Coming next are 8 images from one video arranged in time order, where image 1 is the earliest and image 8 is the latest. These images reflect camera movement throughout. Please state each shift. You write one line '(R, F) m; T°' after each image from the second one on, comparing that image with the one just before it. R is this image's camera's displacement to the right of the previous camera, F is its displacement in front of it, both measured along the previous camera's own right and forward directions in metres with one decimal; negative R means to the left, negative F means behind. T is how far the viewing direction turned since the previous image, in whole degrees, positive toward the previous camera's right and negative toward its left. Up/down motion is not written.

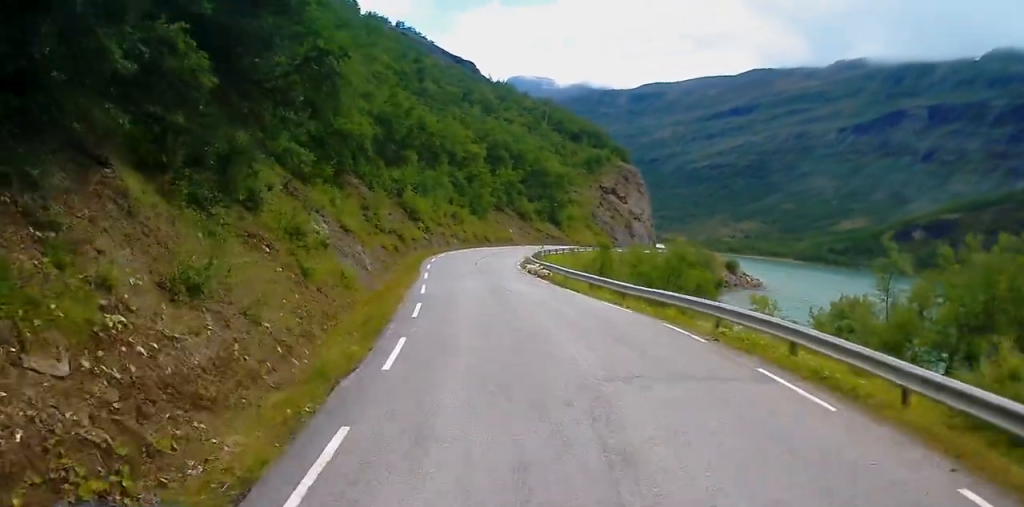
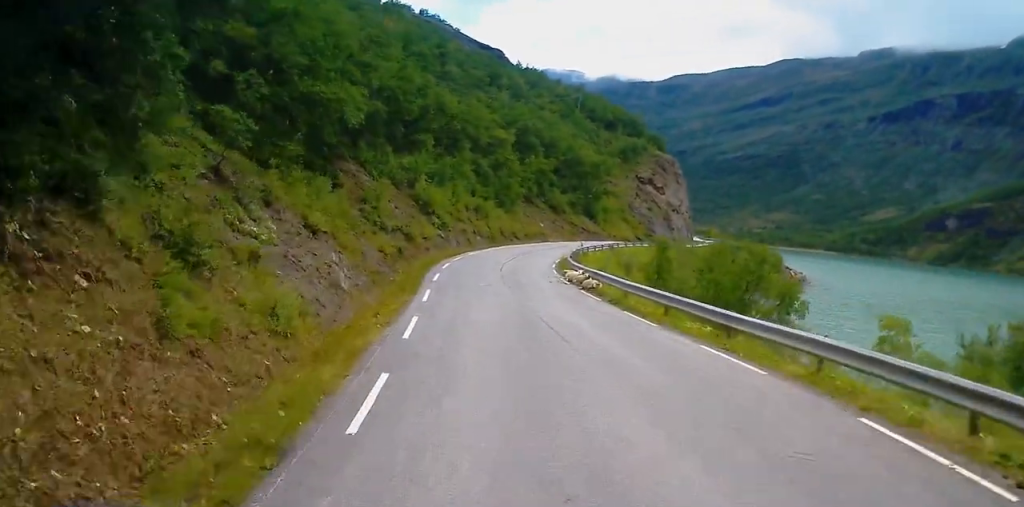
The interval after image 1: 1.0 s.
(0.0, +9.3) m; 0°
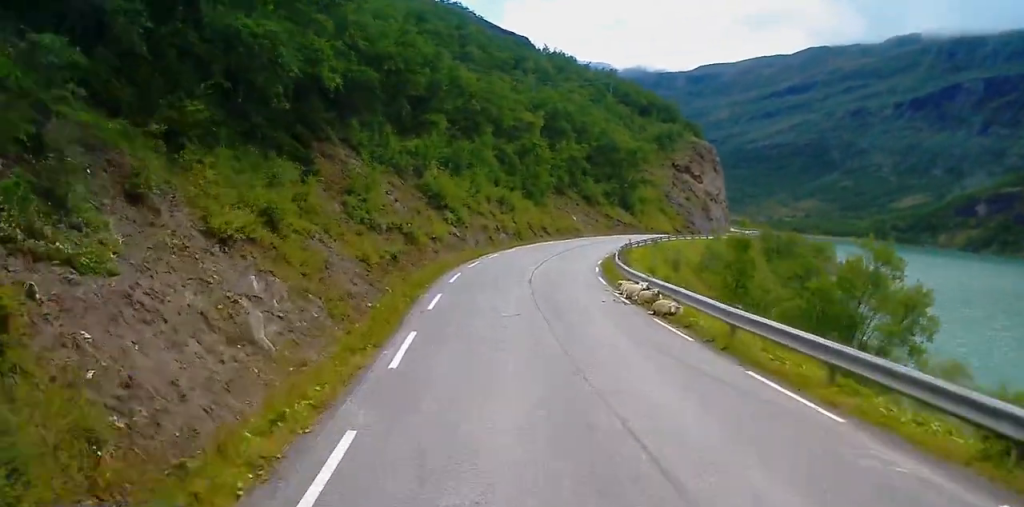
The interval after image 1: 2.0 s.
(0.0, +9.0) m; 0°
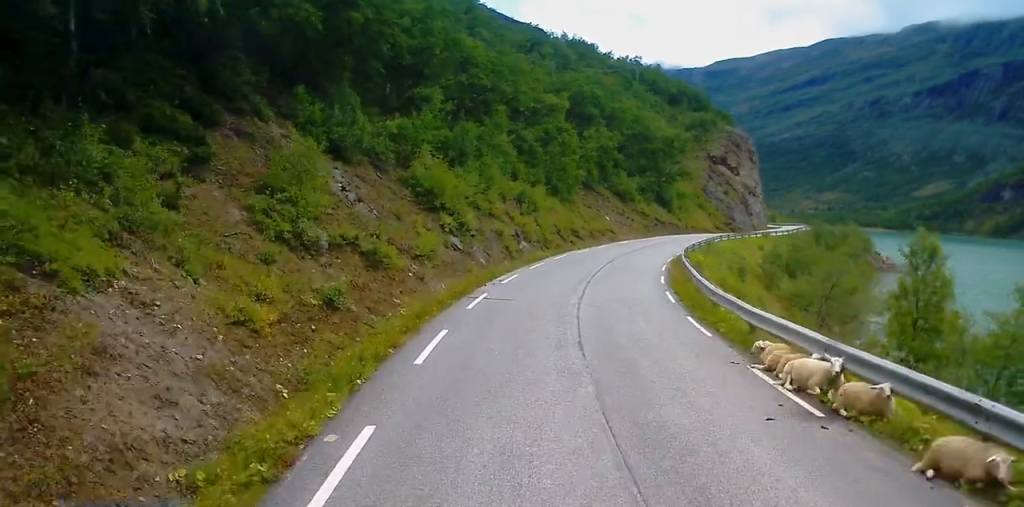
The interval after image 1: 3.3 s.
(0.0, +11.9) m; 0°
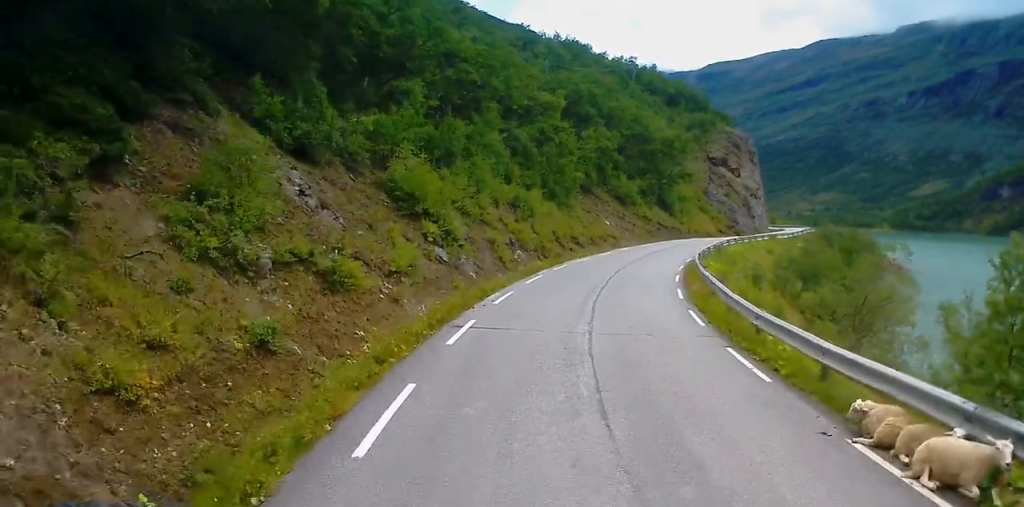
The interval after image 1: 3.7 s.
(0.0, +3.8) m; +2°
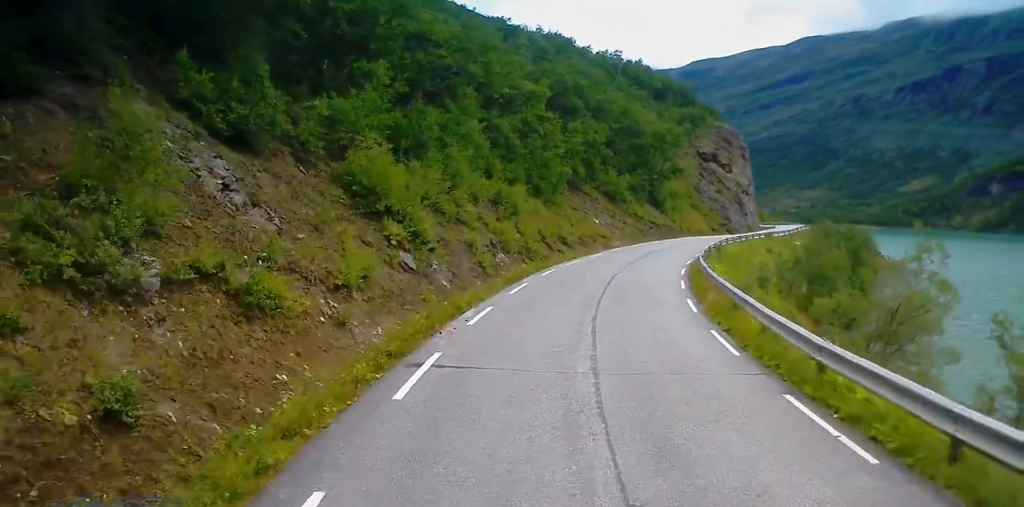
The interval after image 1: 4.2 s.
(-0.1, +3.9) m; +2°
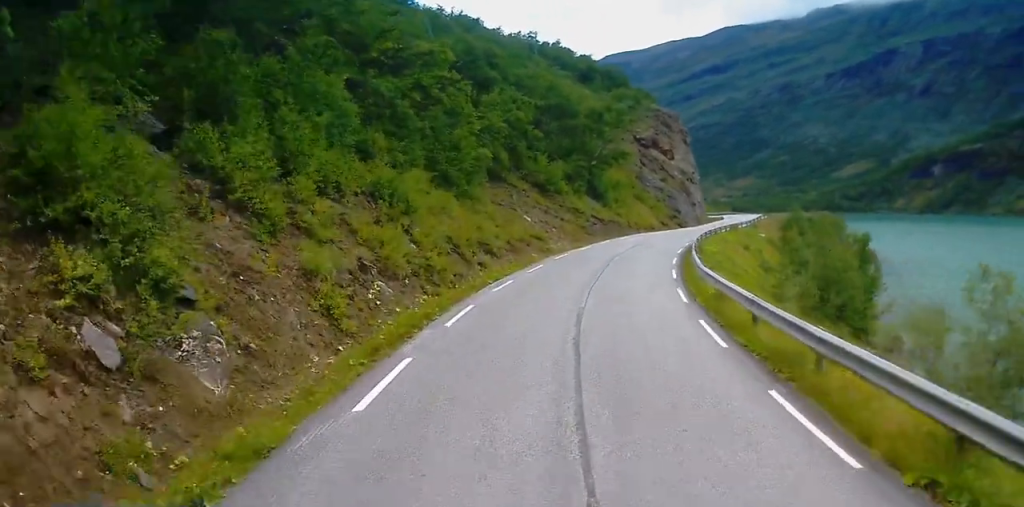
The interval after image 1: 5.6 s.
(+0.8, +12.6) m; +4°
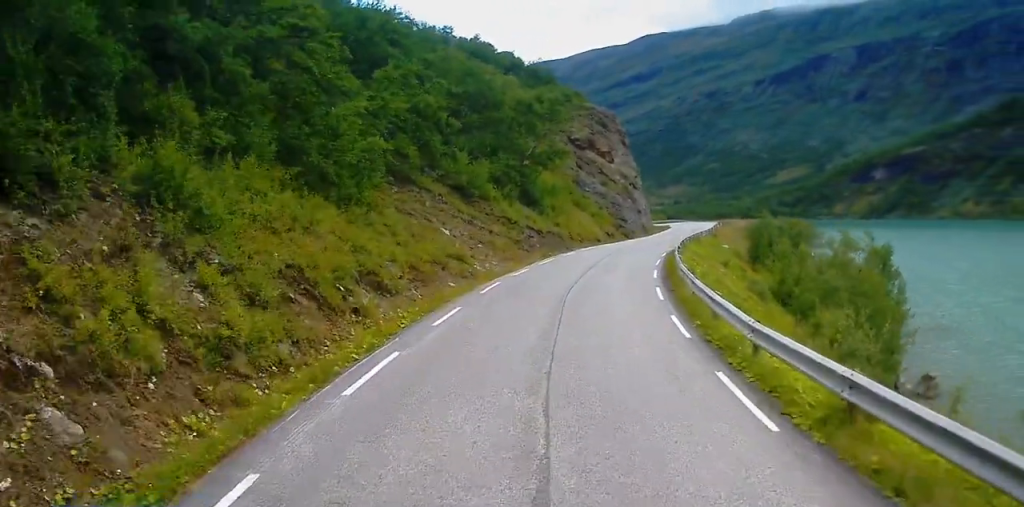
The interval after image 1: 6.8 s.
(0.0, +10.9) m; +2°
